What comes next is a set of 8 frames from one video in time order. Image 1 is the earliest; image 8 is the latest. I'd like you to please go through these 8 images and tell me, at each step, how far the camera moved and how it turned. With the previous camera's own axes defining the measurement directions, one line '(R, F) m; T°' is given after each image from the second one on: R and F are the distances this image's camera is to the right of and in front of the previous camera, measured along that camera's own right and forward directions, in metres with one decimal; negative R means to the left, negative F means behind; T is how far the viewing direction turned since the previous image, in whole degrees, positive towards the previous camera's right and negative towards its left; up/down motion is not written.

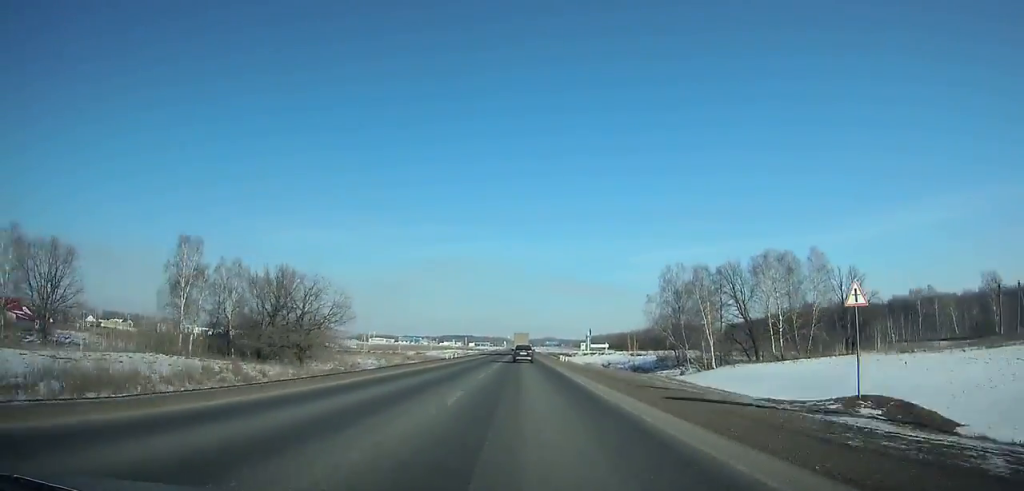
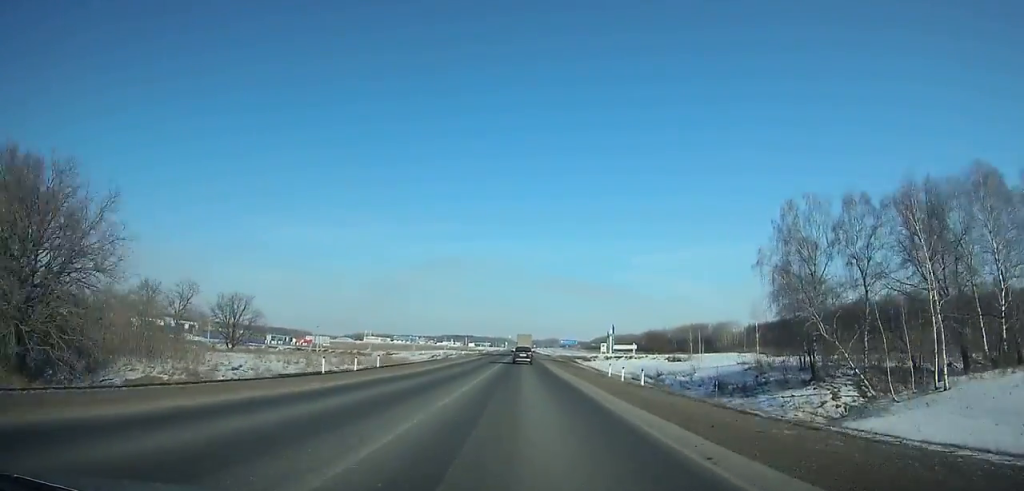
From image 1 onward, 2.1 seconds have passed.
(0.0, +47.6) m; 0°
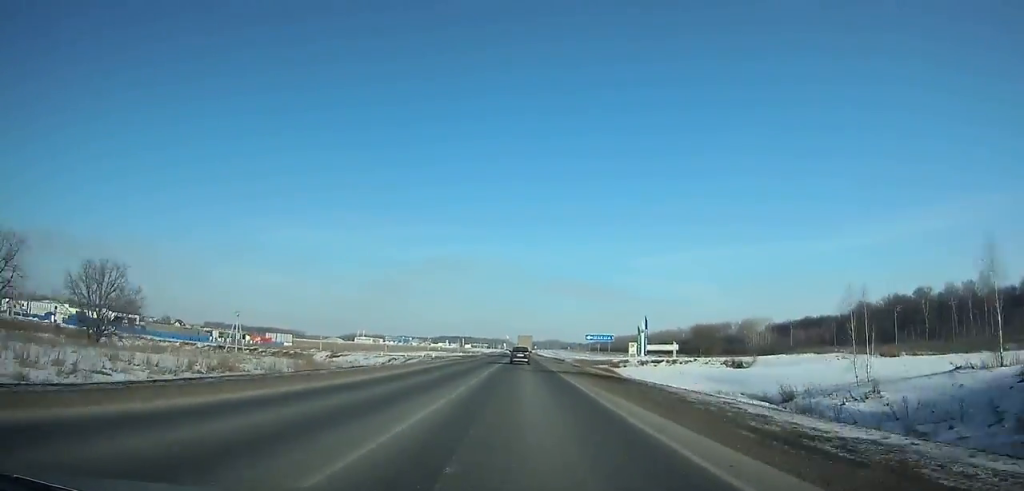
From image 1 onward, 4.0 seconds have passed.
(0.0, +43.4) m; 0°
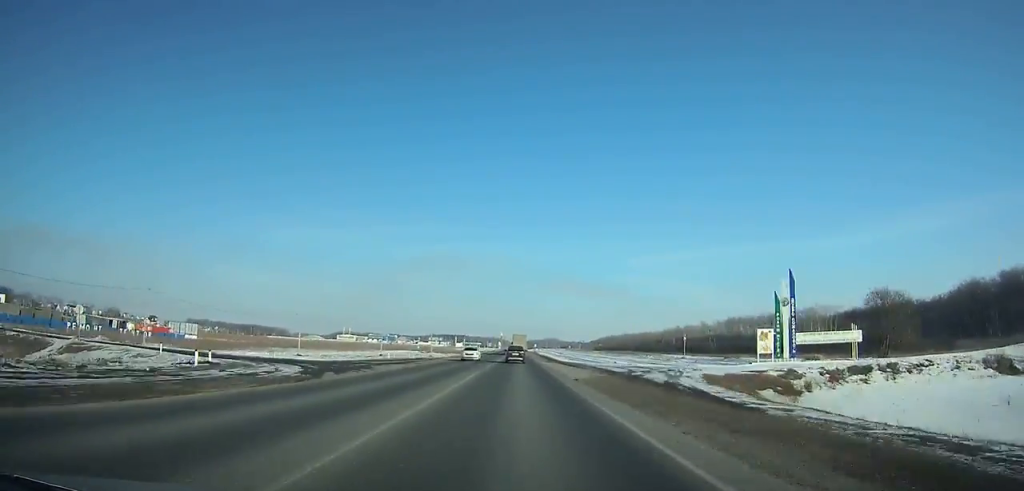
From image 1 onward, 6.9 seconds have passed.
(0.0, +66.3) m; 0°
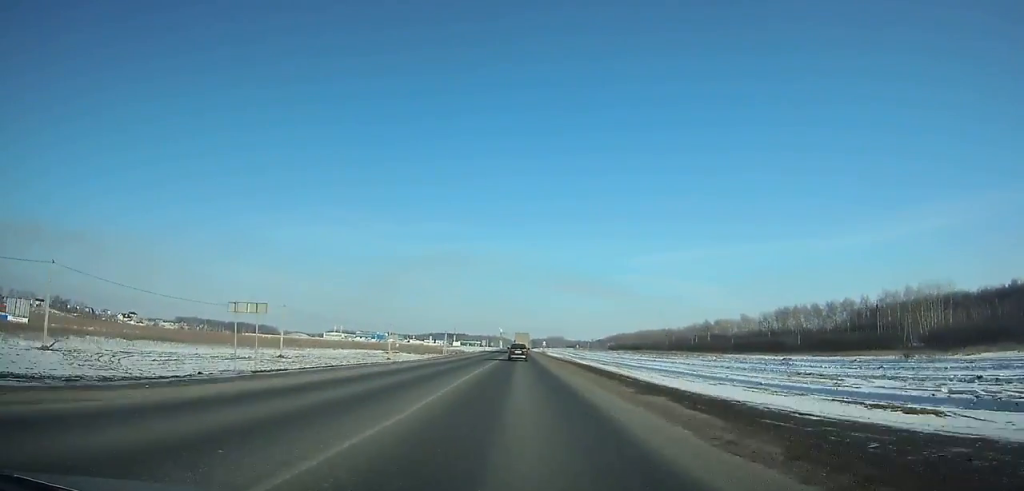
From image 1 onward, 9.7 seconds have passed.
(0.0, +63.8) m; 0°
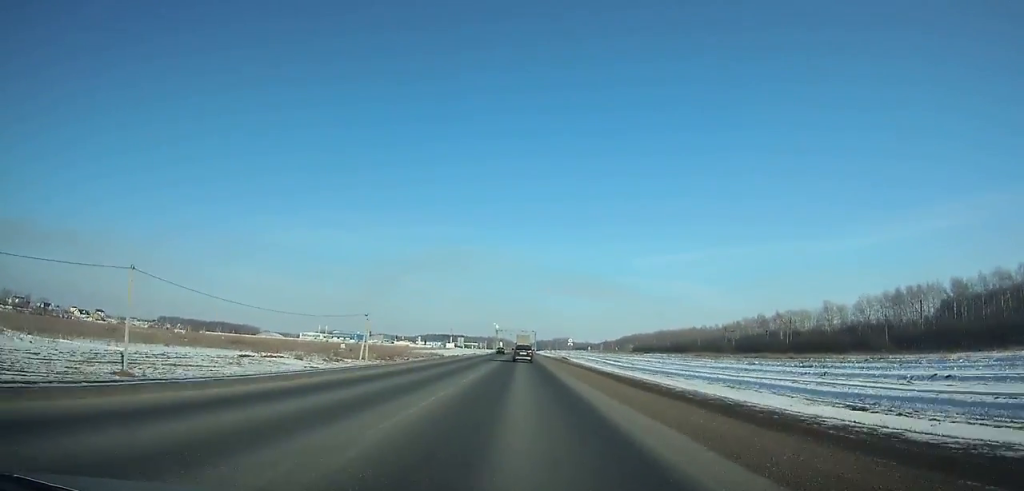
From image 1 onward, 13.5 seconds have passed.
(0.0, +86.2) m; 0°
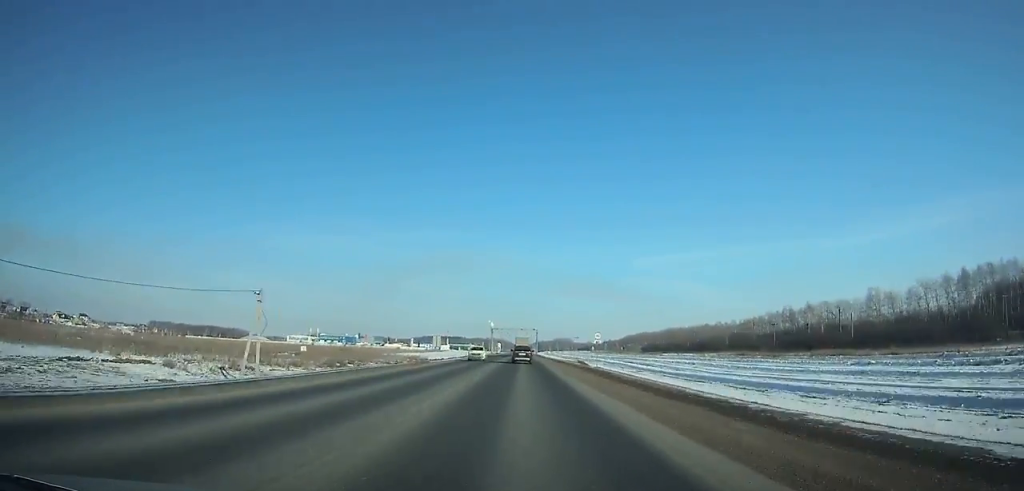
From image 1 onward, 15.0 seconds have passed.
(0.0, +33.9) m; 0°
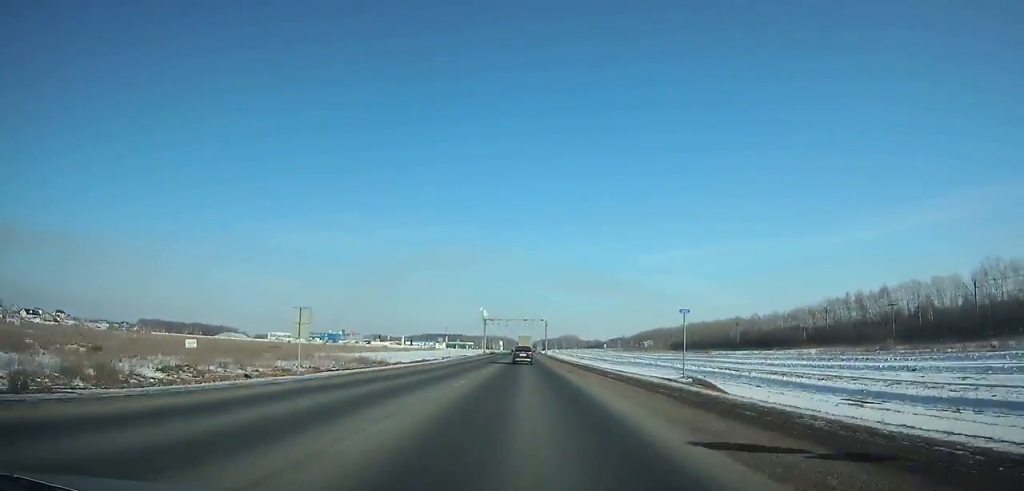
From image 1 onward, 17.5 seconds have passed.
(0.0, +56.3) m; 0°
